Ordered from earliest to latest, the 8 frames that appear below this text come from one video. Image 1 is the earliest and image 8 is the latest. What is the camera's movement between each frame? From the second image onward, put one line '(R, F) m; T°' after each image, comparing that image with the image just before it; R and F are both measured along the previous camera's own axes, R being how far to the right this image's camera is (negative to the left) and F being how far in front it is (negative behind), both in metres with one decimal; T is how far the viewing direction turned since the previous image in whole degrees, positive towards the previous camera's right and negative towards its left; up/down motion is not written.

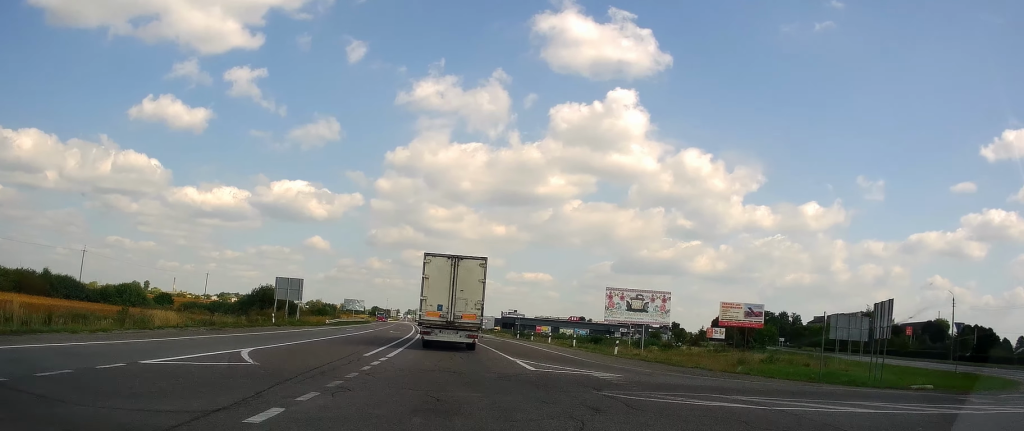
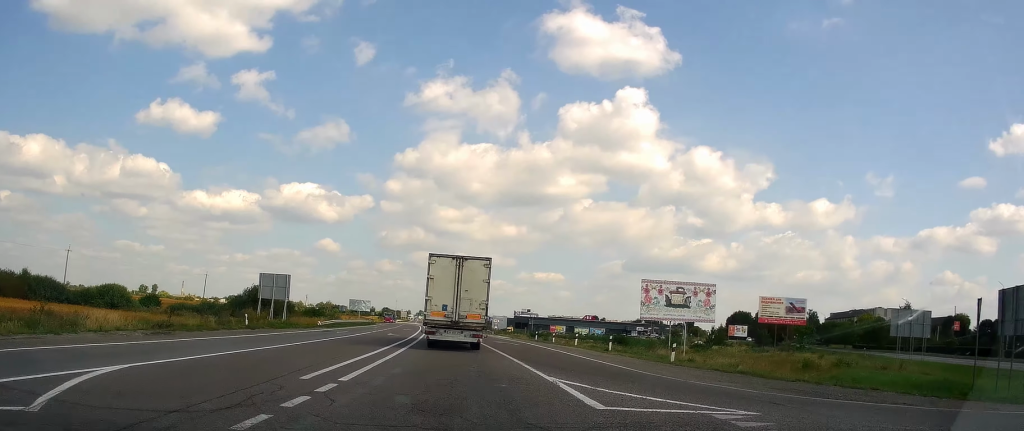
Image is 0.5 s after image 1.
(+0.1, +8.5) m; -1°
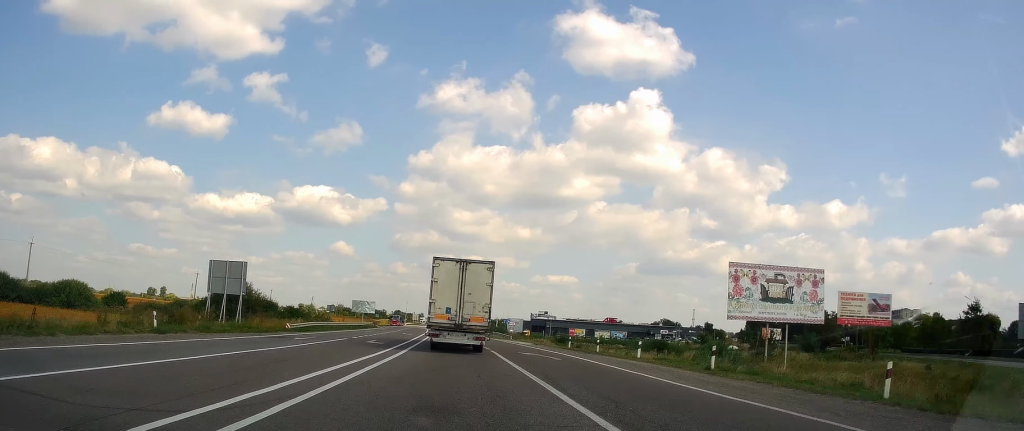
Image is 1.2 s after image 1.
(+0.1, +14.5) m; -1°
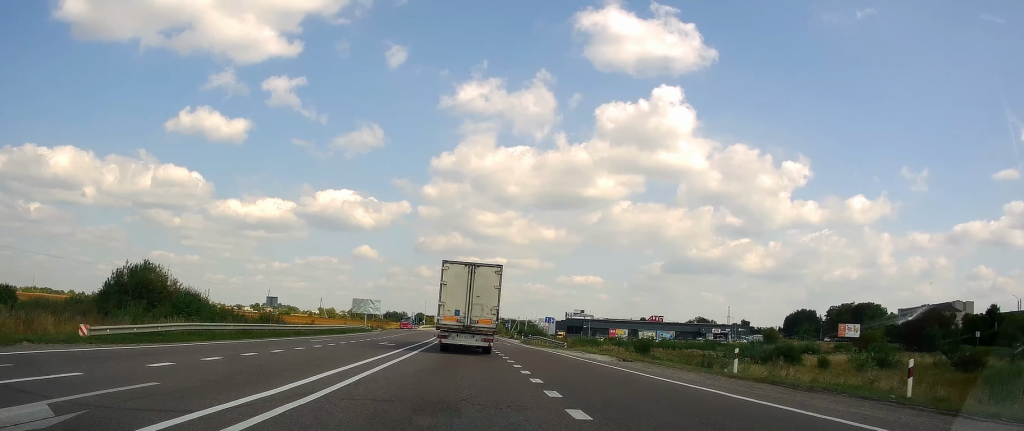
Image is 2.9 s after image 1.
(-0.6, +29.6) m; -2°
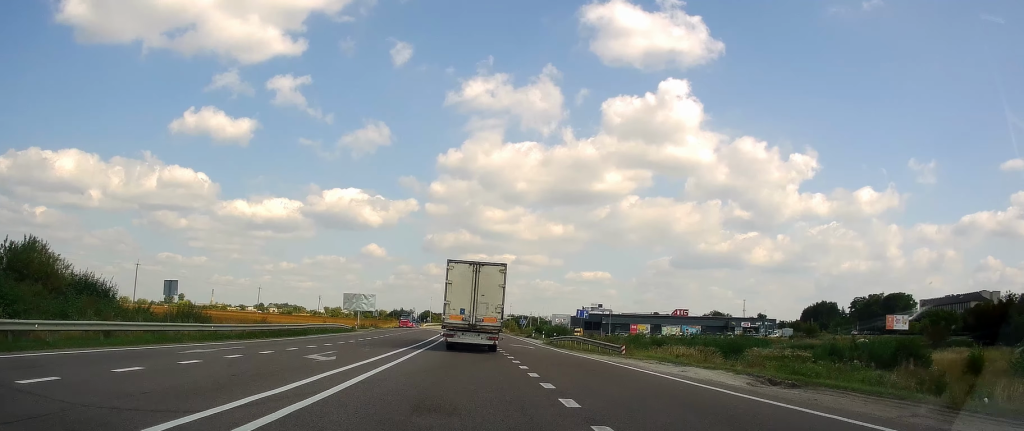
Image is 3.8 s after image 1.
(-0.2, +16.6) m; -2°
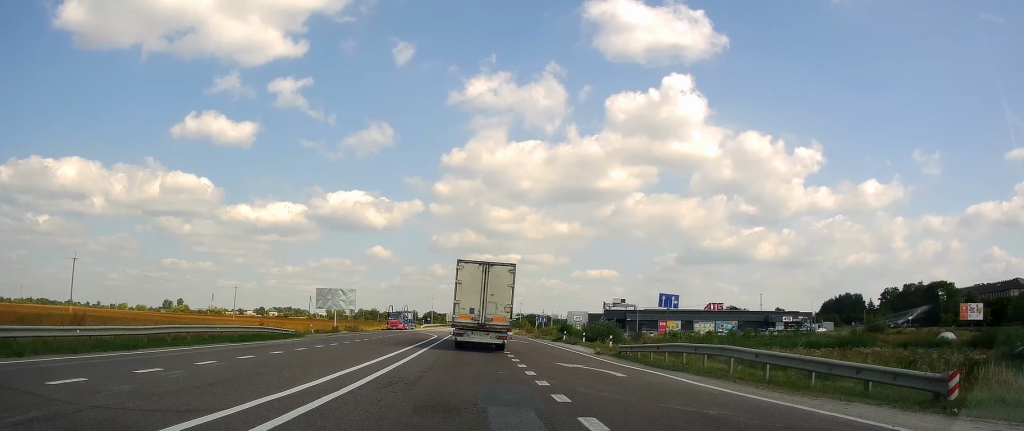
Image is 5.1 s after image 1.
(-0.6, +23.2) m; -2°
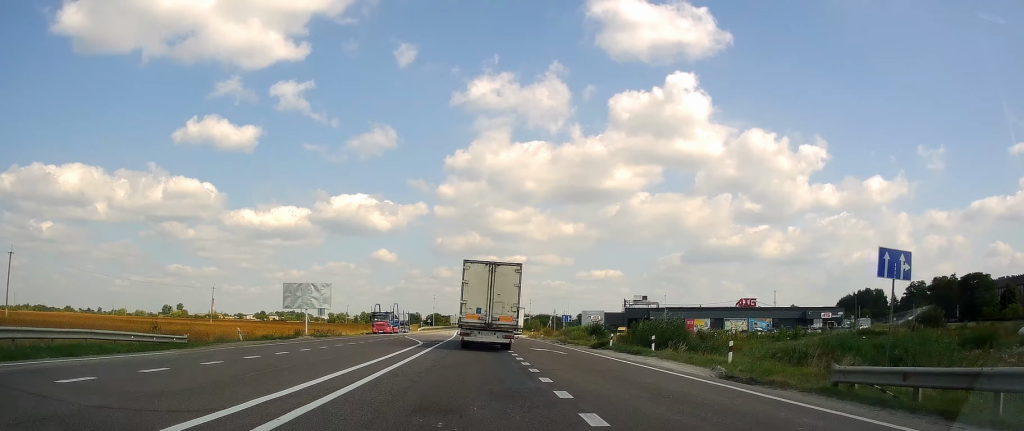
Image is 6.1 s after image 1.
(+0.2, +17.8) m; -1°
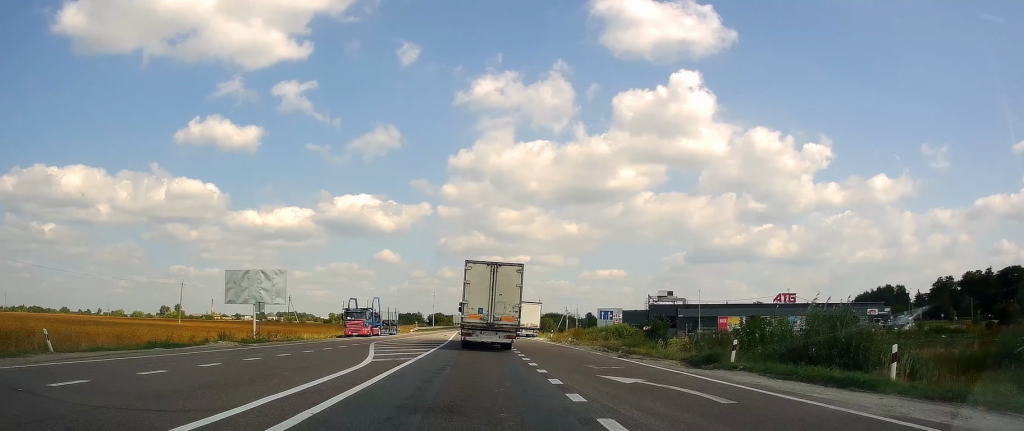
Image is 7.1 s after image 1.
(-0.5, +18.7) m; 0°
